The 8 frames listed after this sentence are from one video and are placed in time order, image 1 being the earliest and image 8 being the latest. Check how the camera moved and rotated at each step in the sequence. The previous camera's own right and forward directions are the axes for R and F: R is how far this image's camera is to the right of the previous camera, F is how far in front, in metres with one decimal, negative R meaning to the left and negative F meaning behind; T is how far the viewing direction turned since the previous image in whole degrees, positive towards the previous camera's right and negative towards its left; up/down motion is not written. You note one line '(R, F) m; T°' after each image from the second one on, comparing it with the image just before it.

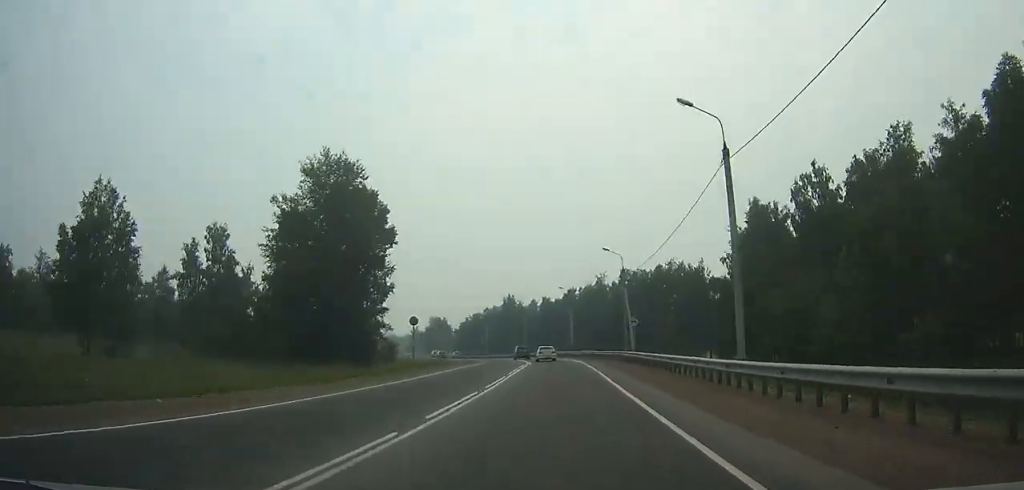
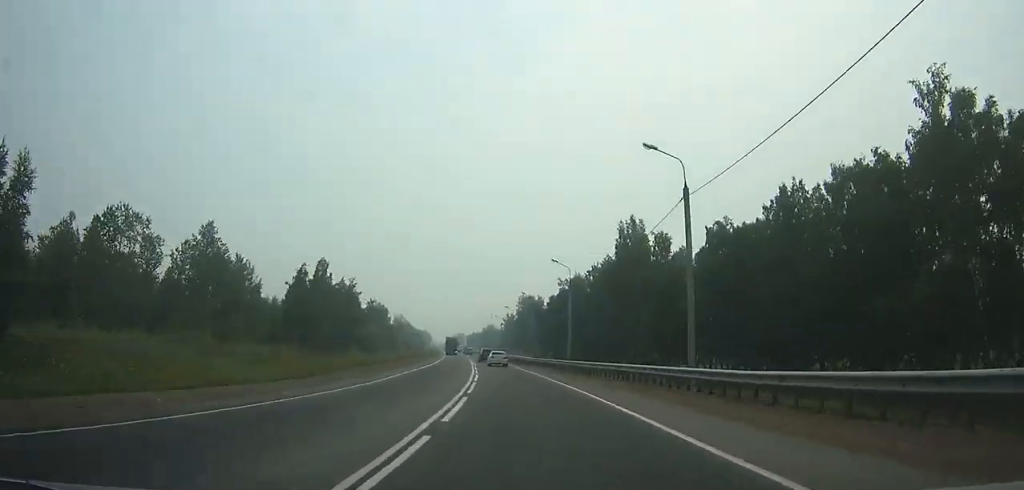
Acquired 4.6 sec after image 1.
(-3.3, +93.4) m; -6°
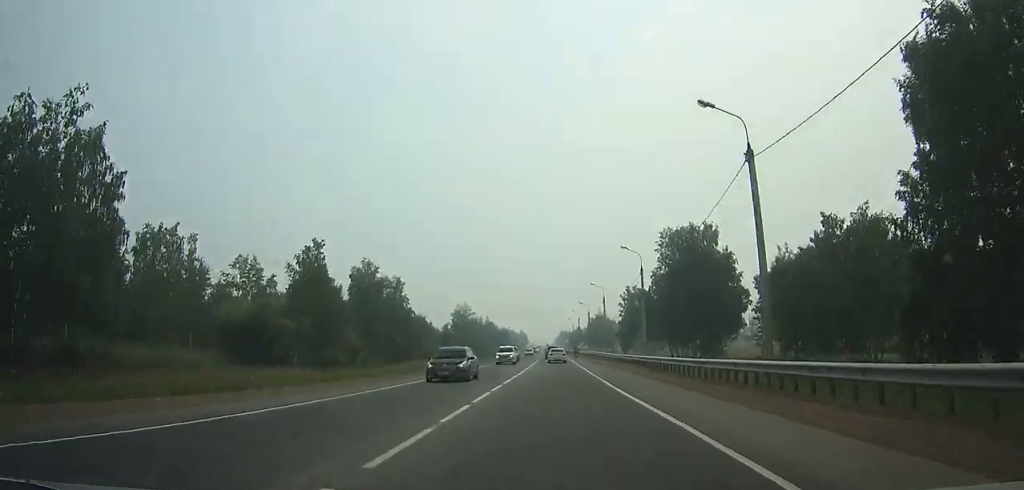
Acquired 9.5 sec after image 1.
(-9.1, +98.7) m; -9°
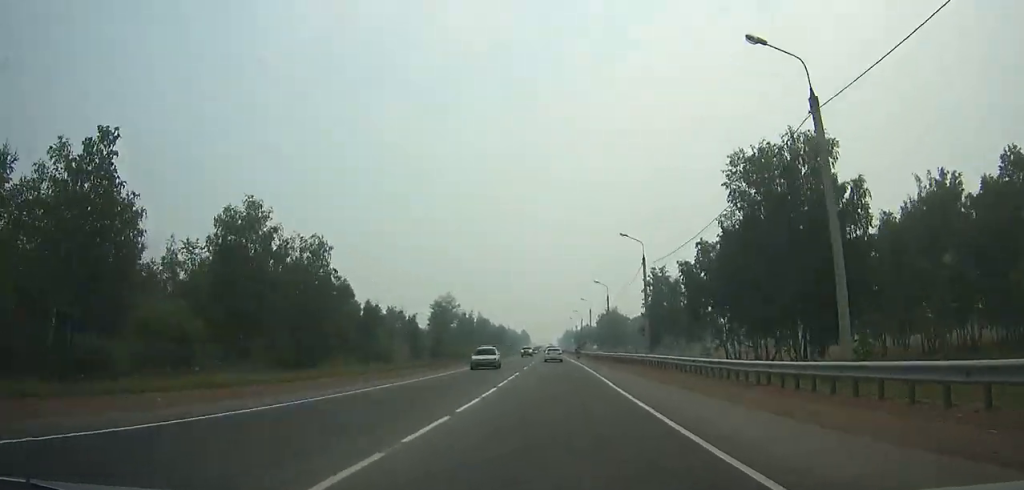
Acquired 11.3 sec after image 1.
(-0.5, +34.8) m; -1°
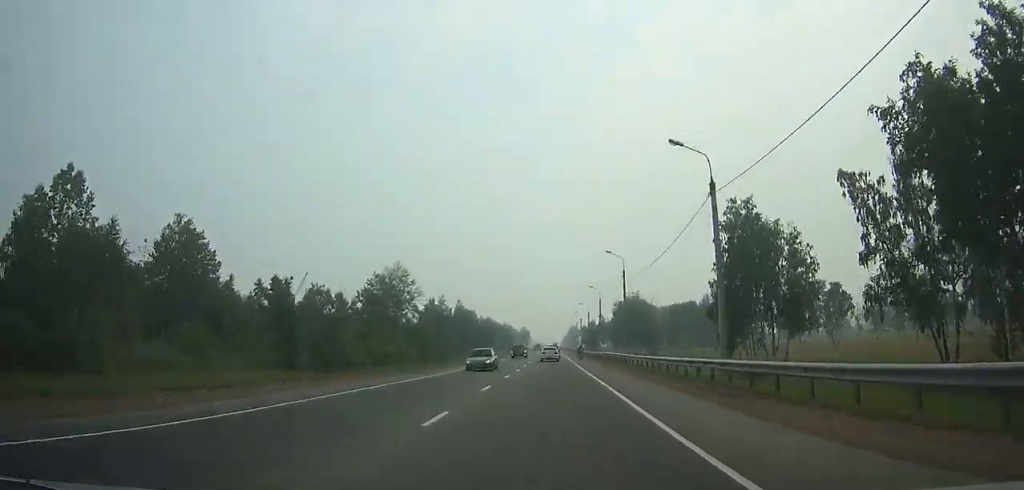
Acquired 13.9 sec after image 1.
(-0.4, +49.3) m; -1°
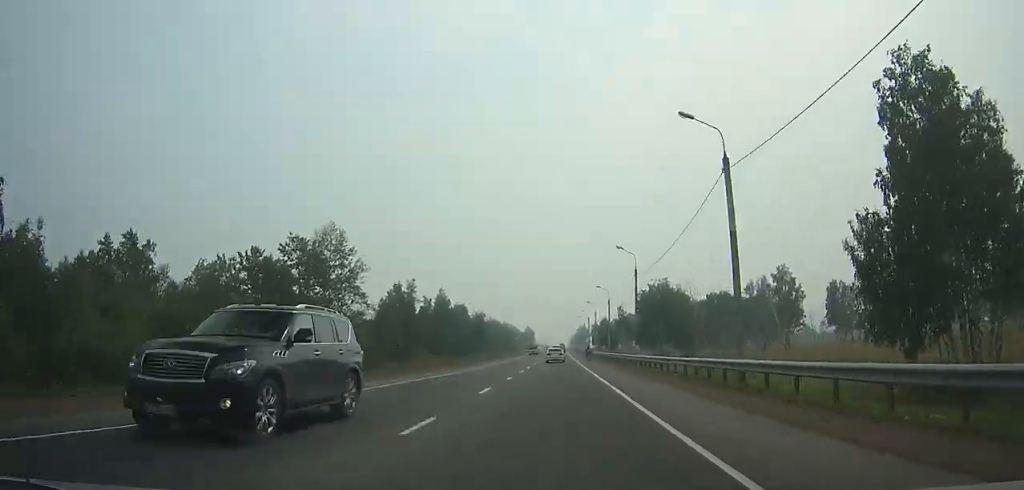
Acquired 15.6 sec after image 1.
(-0.1, +31.7) m; 0°
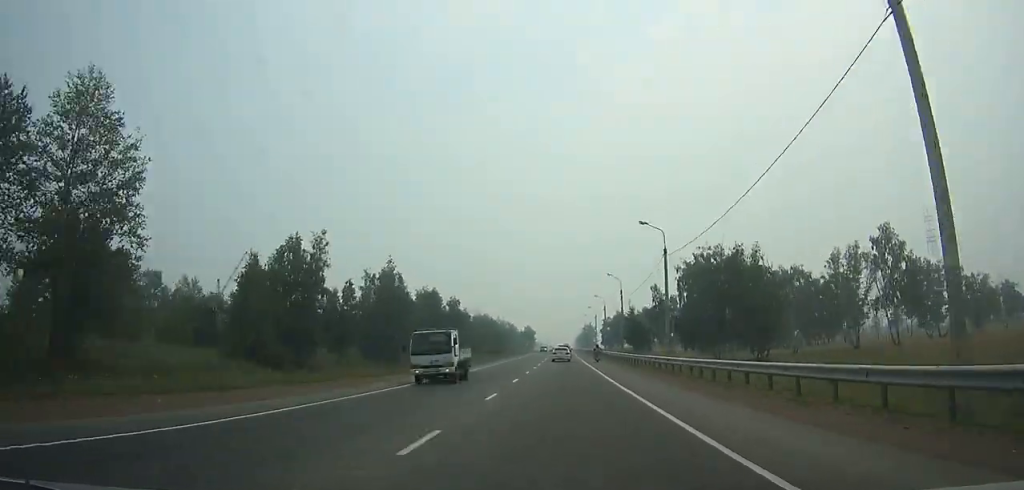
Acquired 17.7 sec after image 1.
(-0.3, +39.0) m; 0°
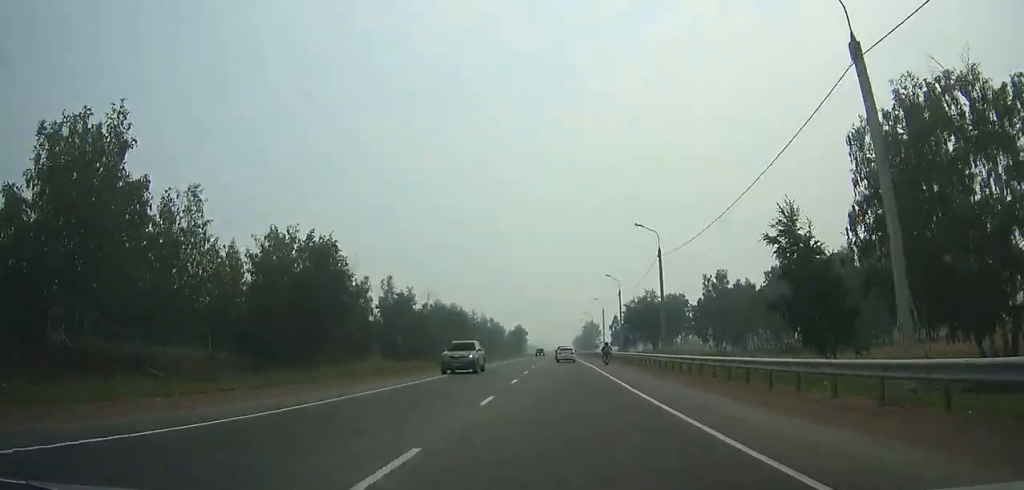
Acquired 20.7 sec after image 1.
(+0.1, +57.7) m; 0°
